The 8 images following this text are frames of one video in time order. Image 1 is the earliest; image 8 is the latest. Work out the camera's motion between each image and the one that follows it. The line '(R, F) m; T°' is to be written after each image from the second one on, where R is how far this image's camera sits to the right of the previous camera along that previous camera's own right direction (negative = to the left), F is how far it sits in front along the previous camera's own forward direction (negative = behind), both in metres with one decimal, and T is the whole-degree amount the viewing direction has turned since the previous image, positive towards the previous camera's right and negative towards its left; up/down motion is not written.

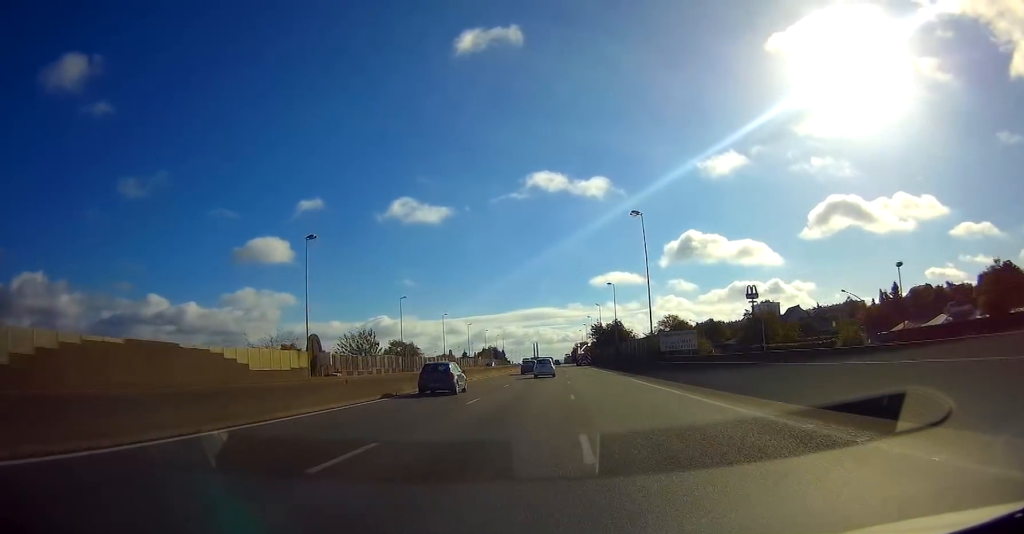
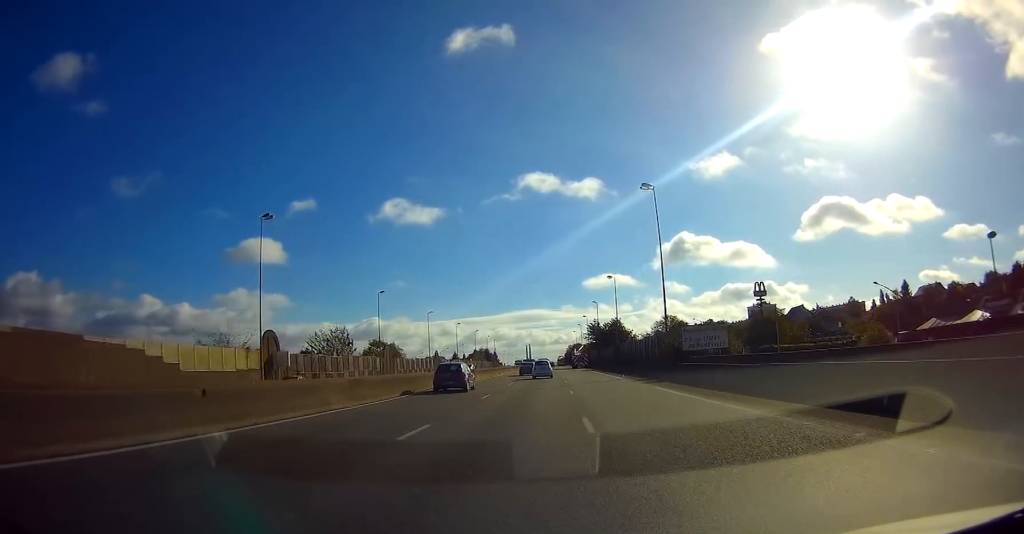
(0.0, +9.6) m; 0°
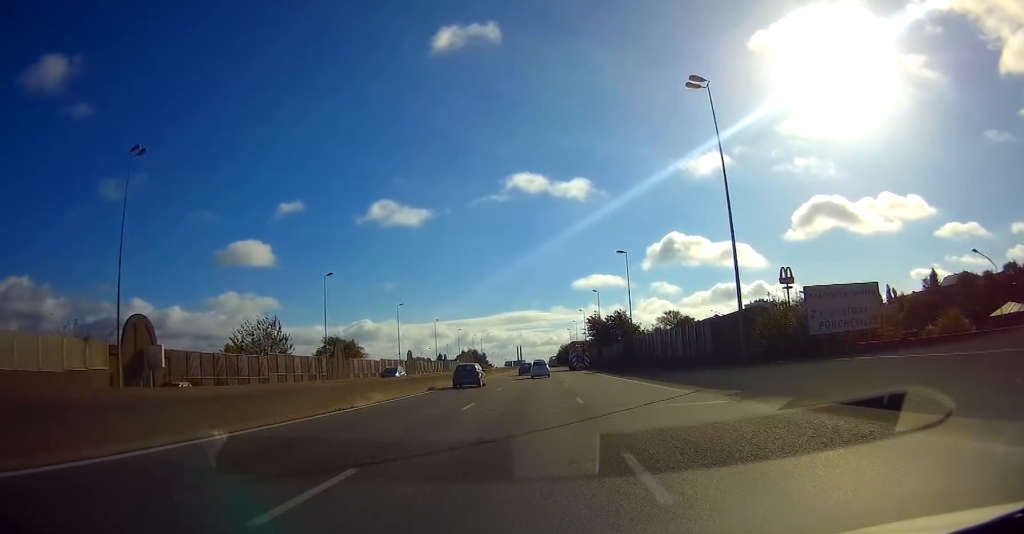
(+0.1, +19.4) m; +1°
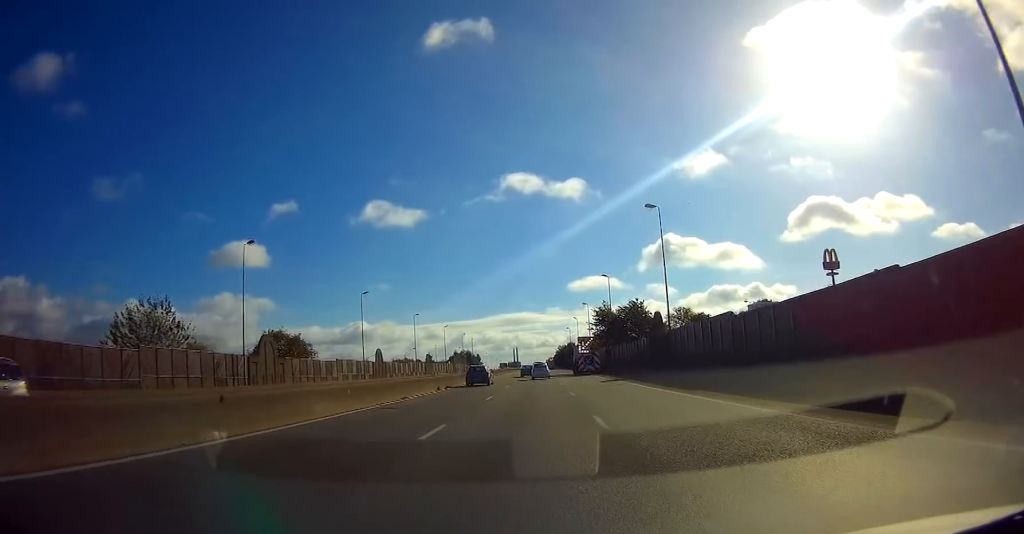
(+0.3, +19.7) m; +1°
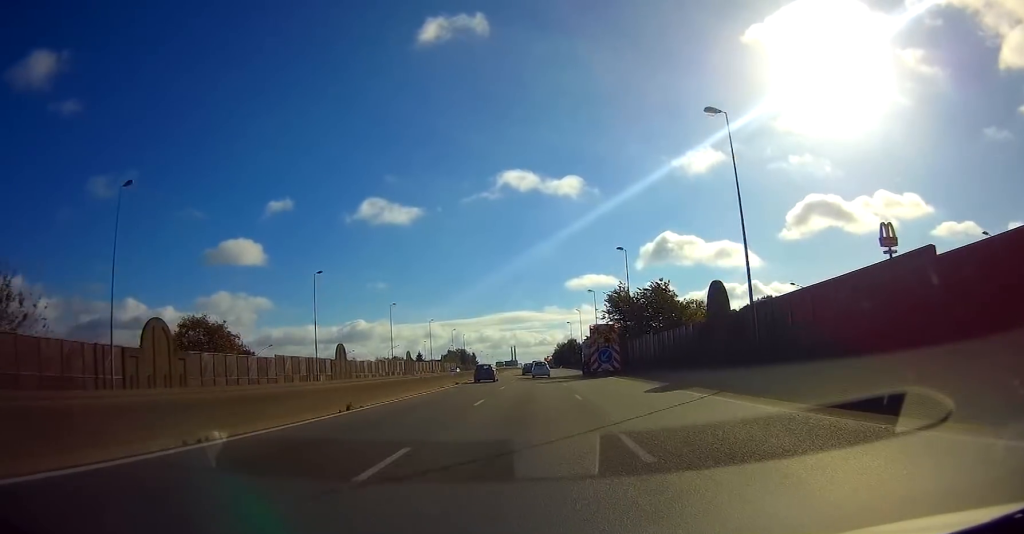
(+0.3, +17.8) m; 0°
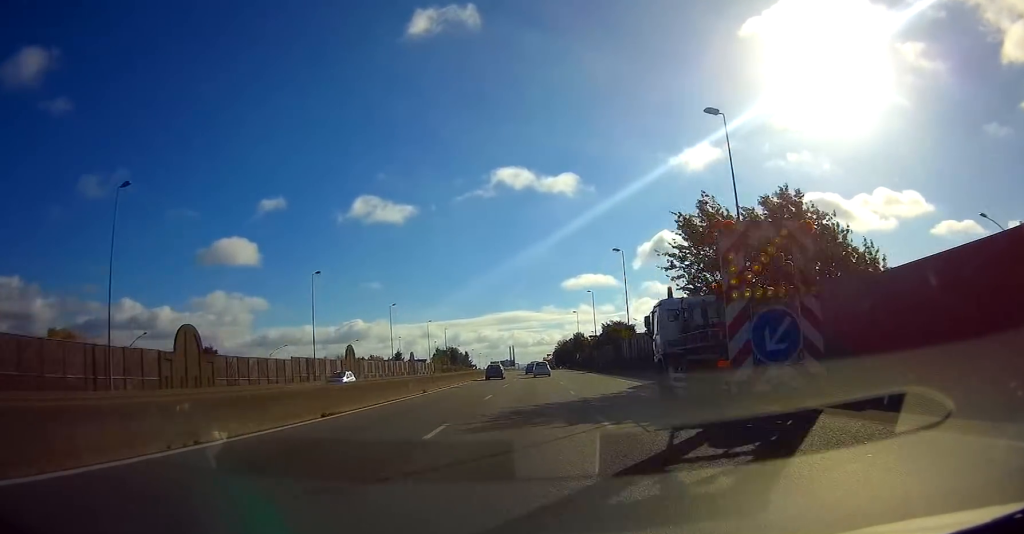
(-0.3, +35.5) m; 0°
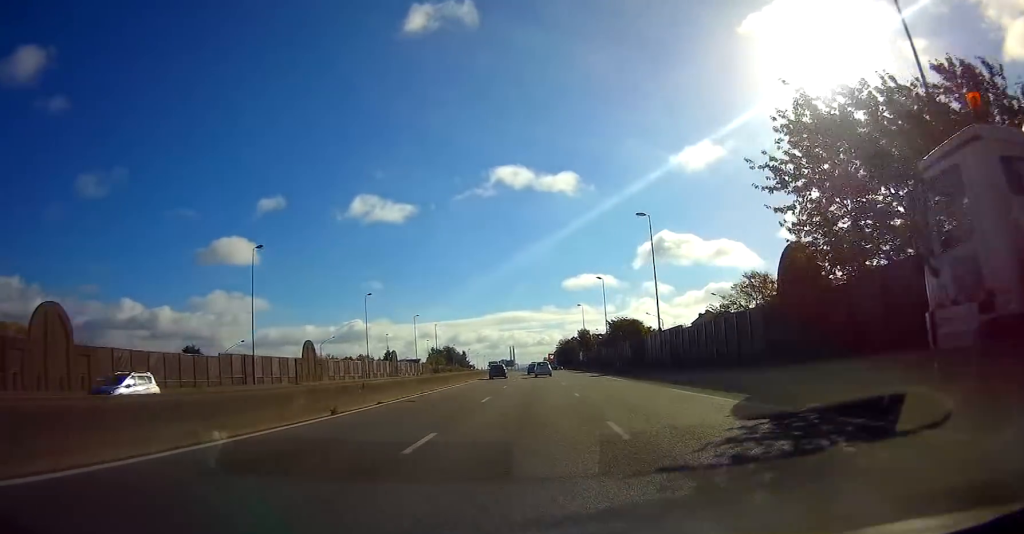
(+0.1, +15.2) m; 0°
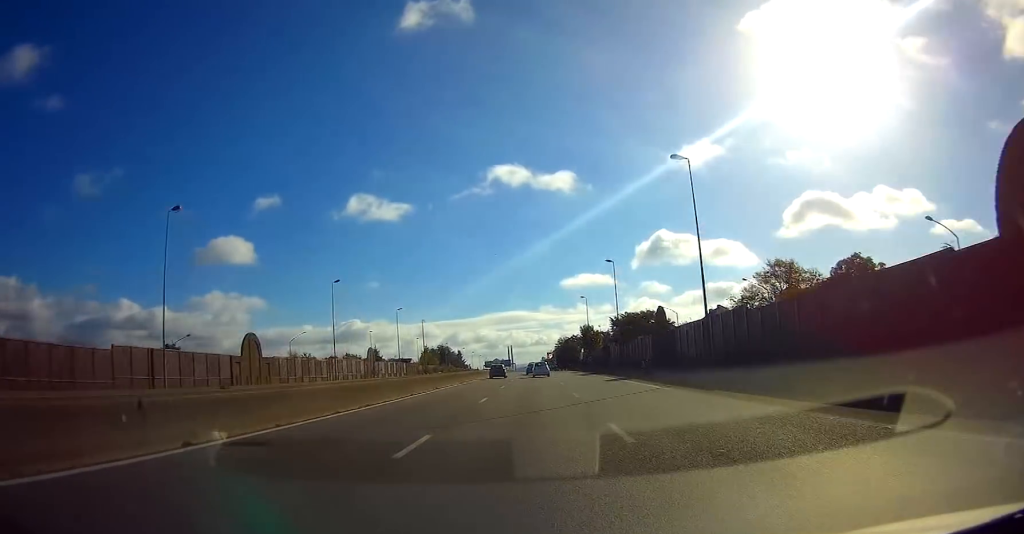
(0.0, +13.8) m; 0°
